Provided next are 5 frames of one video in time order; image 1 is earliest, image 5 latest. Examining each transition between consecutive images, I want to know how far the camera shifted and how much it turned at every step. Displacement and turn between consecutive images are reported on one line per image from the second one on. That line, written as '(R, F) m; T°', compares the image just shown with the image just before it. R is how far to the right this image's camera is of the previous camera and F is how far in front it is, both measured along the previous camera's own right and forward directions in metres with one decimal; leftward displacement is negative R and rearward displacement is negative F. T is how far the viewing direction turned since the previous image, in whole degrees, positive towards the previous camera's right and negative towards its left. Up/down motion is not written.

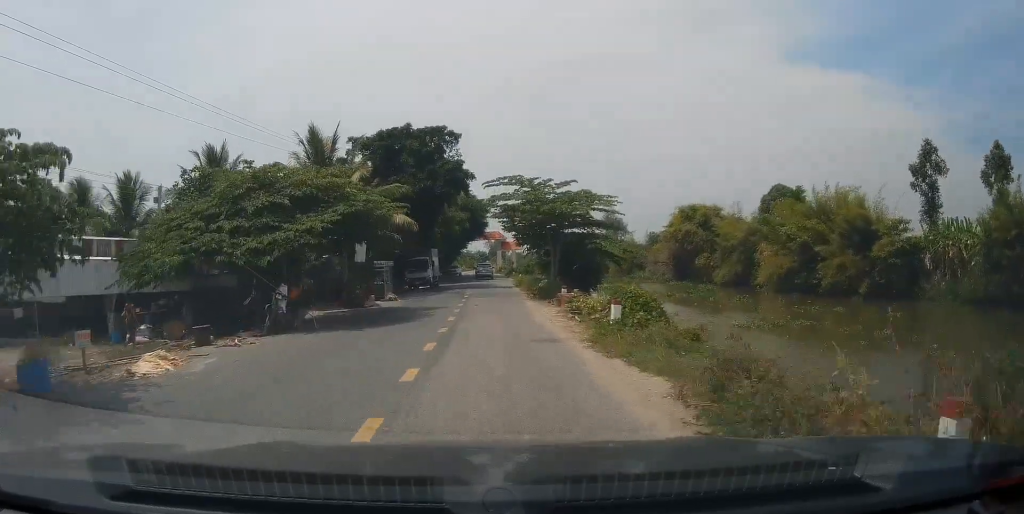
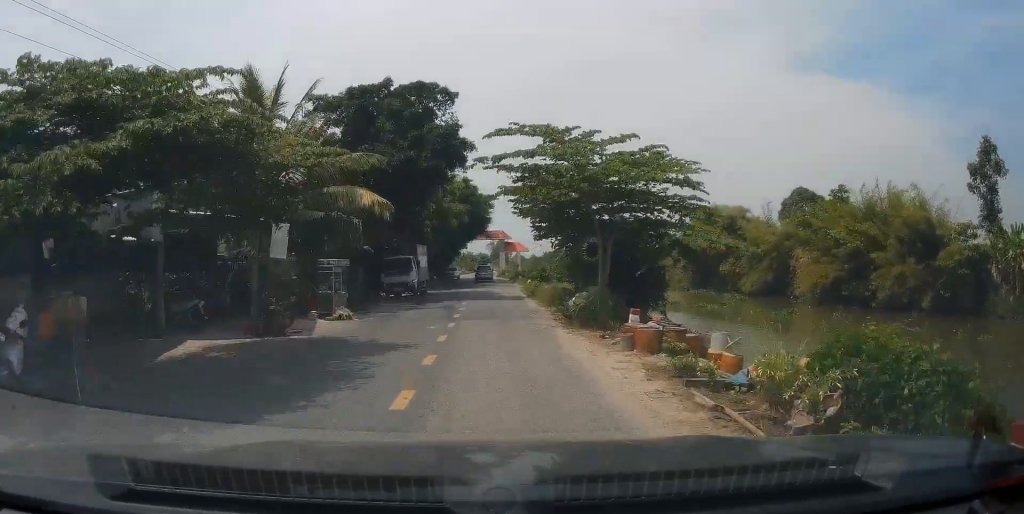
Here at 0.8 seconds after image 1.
(+0.3, +10.7) m; 0°
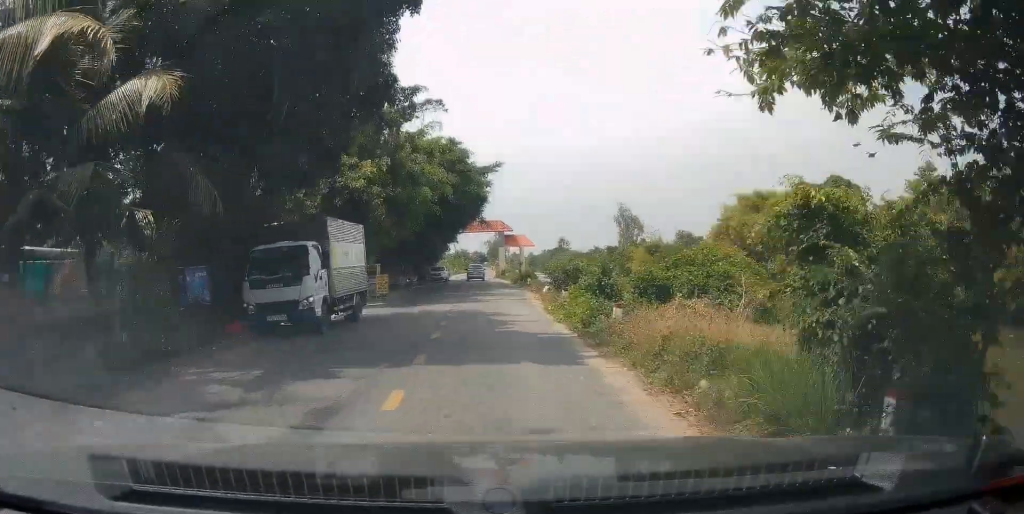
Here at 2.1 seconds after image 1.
(-0.3, +18.4) m; -1°
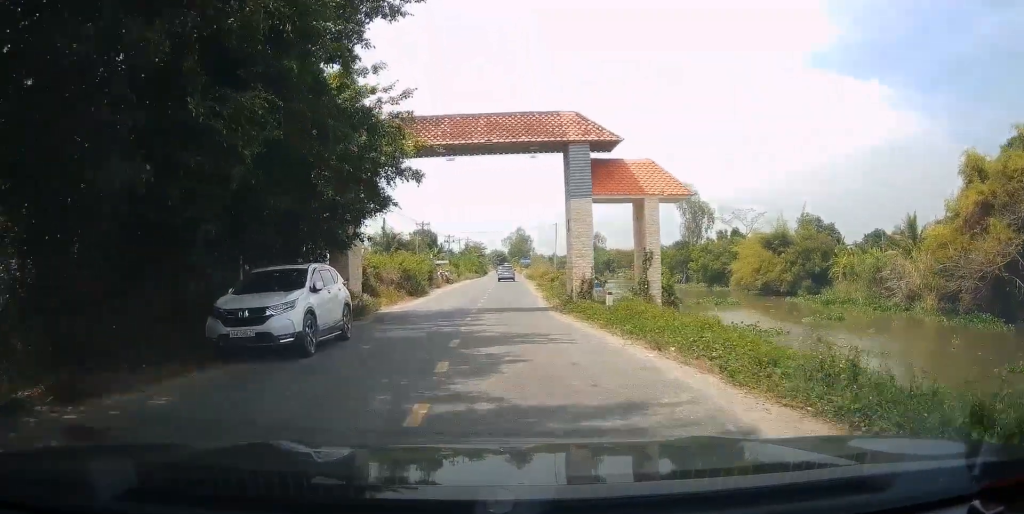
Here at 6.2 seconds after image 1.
(-1.5, +56.6) m; -3°
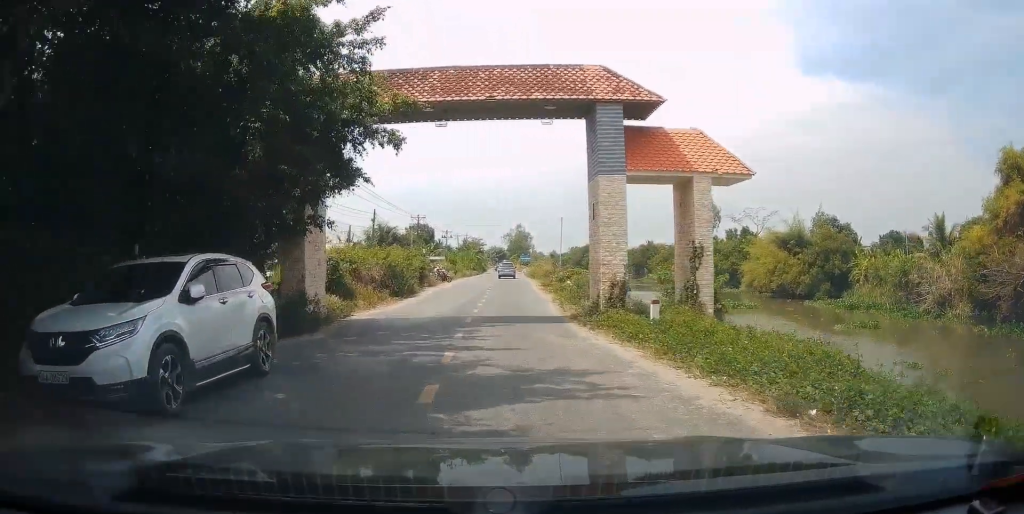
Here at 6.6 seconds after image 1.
(-0.4, +5.3) m; -1°
